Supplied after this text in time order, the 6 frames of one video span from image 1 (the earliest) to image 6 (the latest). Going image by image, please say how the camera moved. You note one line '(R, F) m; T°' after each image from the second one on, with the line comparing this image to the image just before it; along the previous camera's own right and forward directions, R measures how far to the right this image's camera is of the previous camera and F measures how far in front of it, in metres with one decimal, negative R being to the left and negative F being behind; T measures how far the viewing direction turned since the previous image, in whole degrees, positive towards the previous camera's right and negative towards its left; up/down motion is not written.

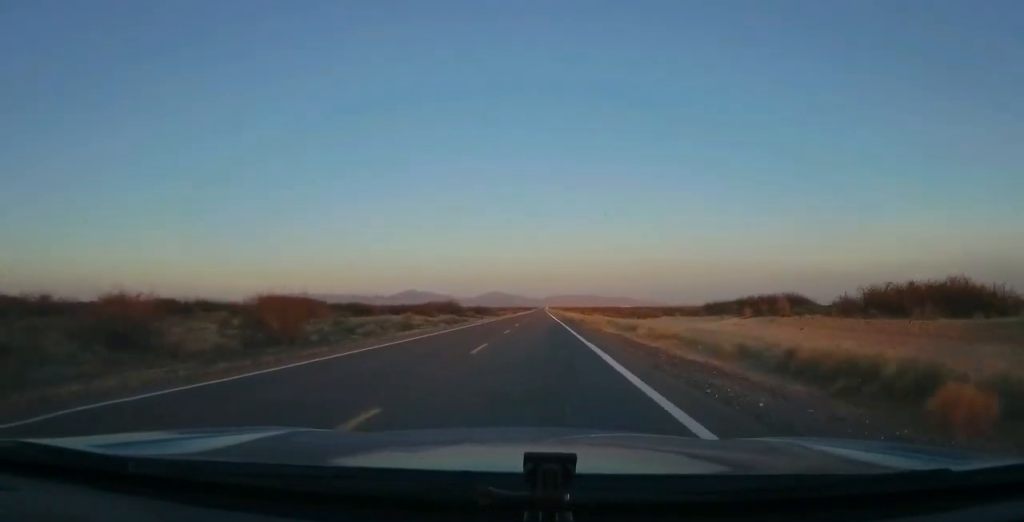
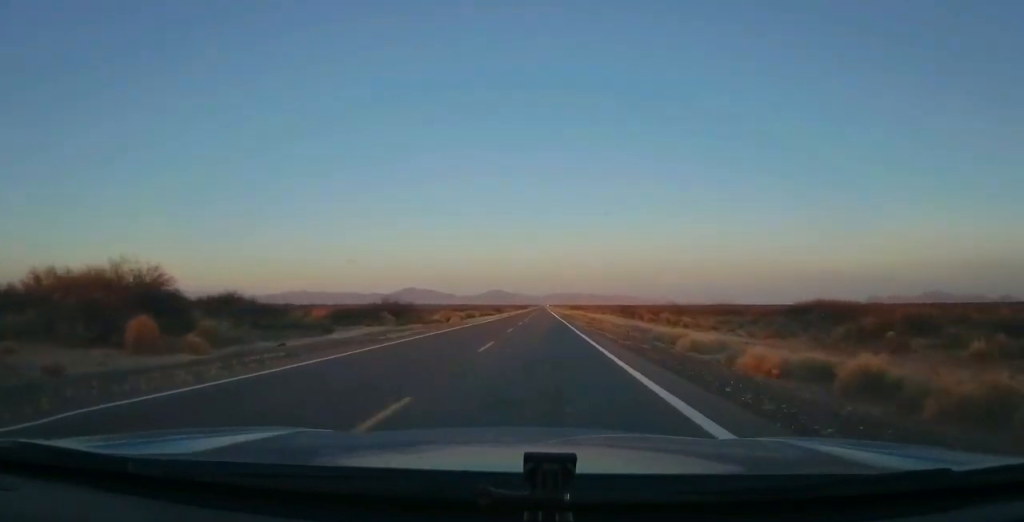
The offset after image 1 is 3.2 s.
(-1.0, +94.4) m; 0°
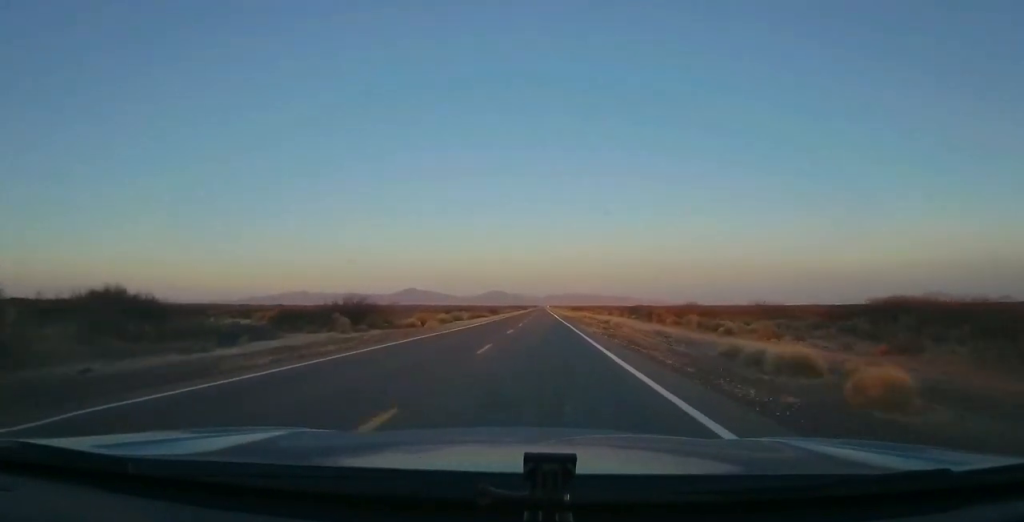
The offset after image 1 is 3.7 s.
(+0.1, +12.7) m; 0°
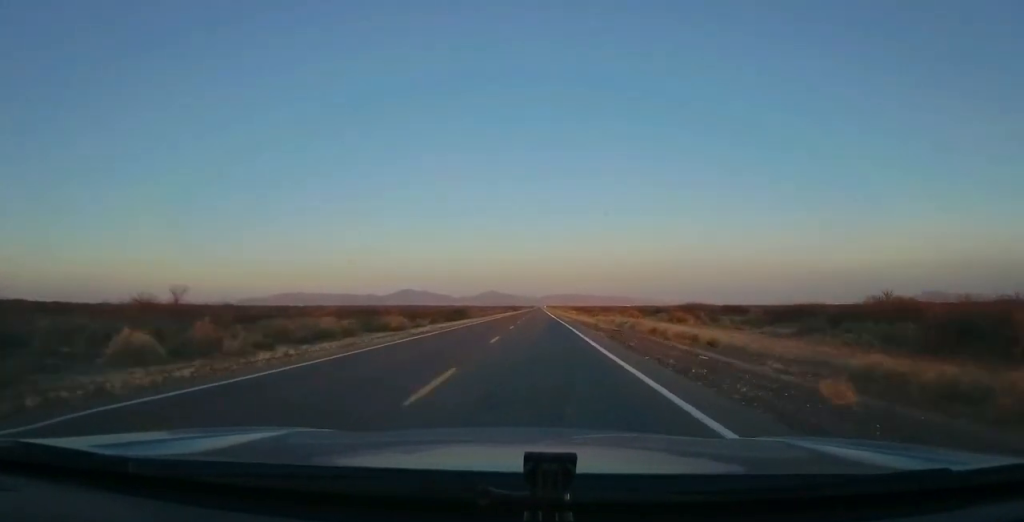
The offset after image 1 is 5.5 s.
(-0.3, +54.8) m; 0°
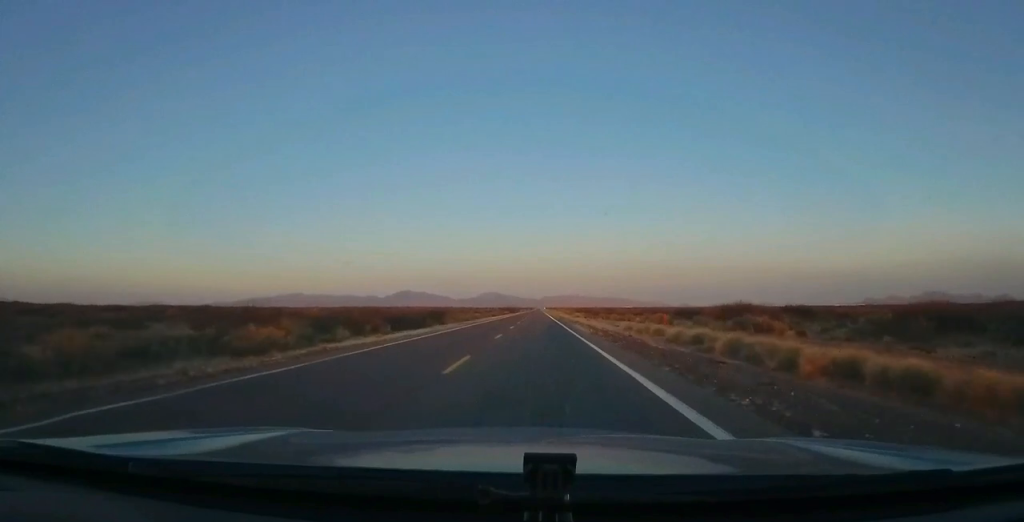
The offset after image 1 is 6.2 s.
(+0.1, +20.5) m; 0°
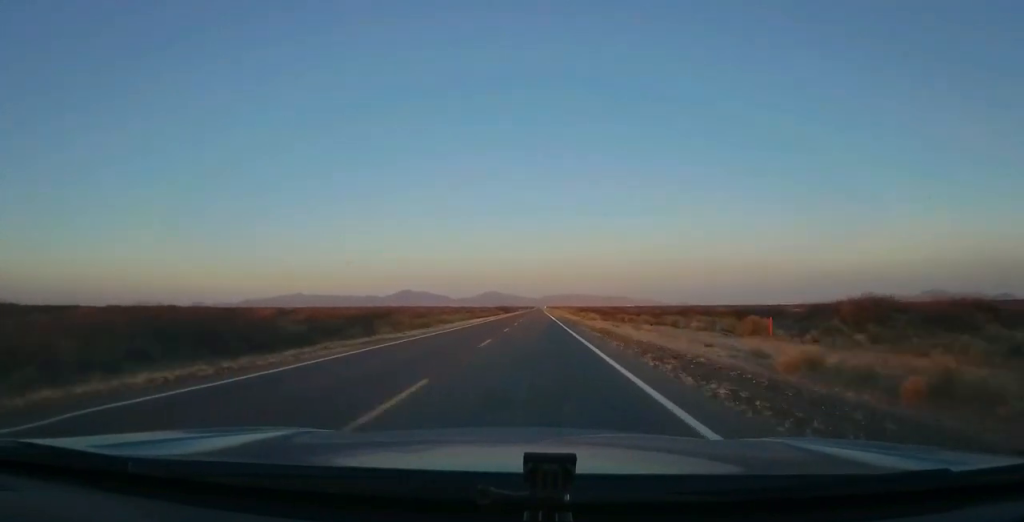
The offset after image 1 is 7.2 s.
(0.0, +28.3) m; 0°
